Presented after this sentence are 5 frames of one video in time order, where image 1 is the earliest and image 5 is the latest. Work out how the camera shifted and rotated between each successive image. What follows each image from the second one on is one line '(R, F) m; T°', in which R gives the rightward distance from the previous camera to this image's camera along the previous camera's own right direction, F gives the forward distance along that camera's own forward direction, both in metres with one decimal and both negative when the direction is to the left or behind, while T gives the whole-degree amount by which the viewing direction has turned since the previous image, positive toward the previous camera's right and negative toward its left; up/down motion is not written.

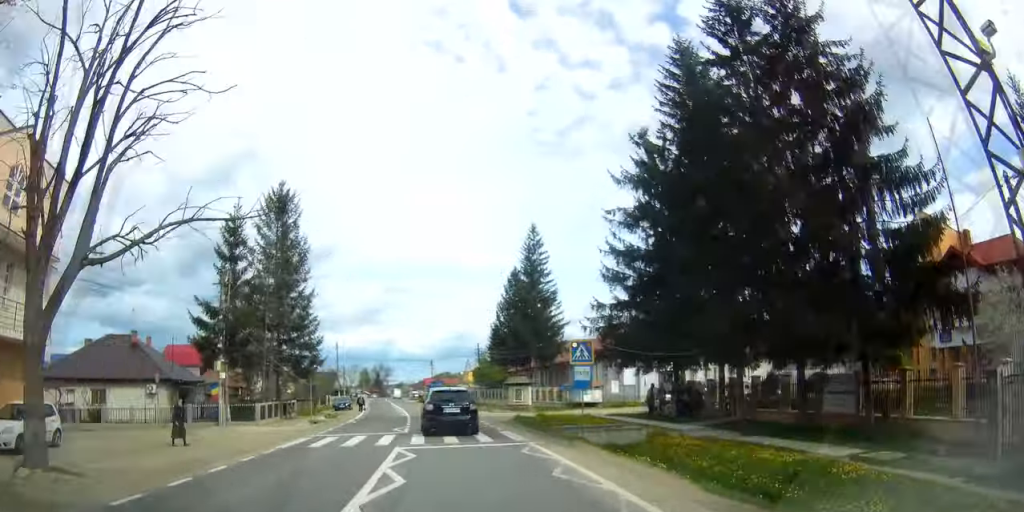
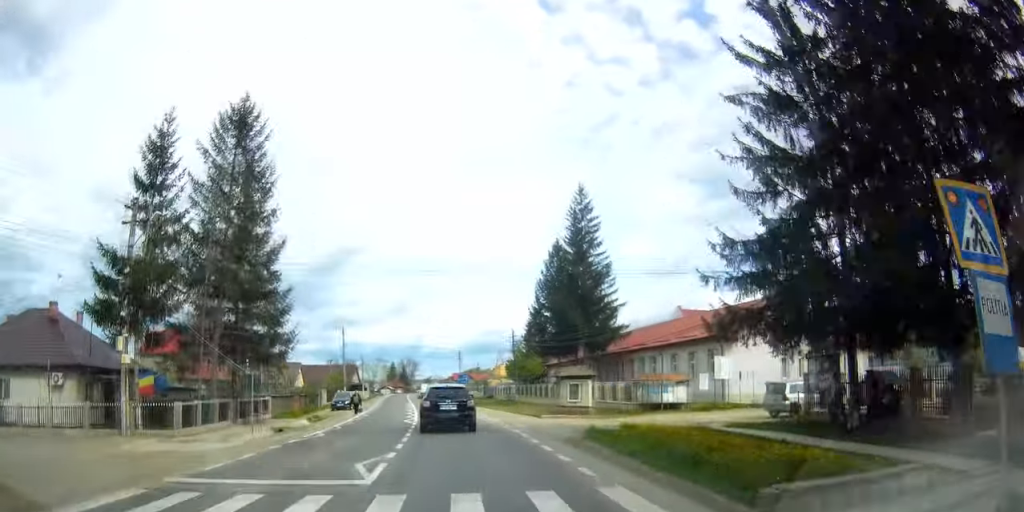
(-0.2, +13.8) m; -2°
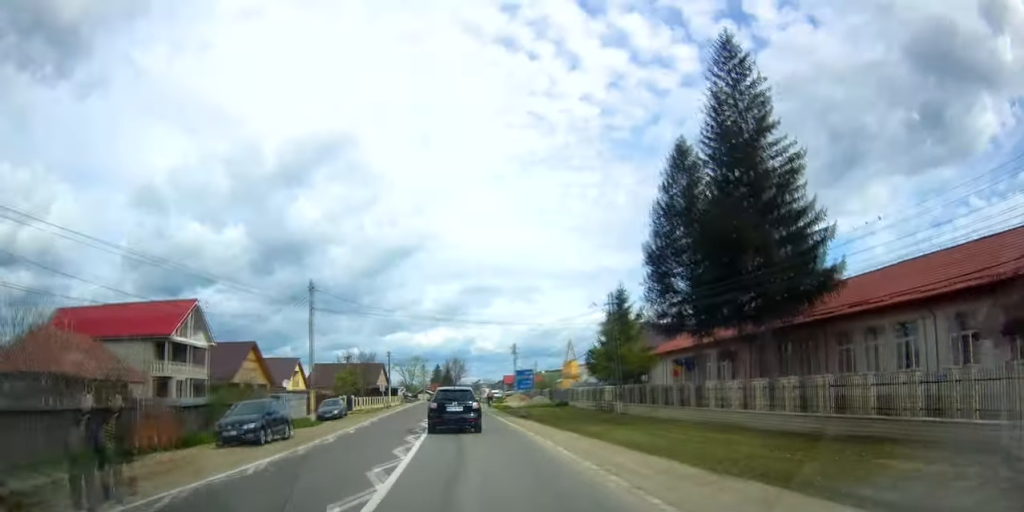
(-1.4, +29.5) m; -7°
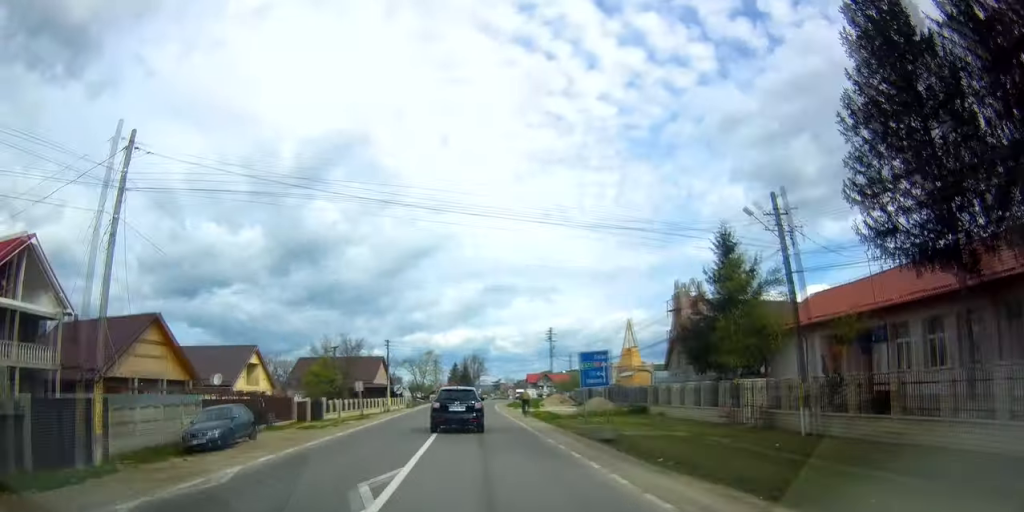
(-0.9, +22.3) m; -4°
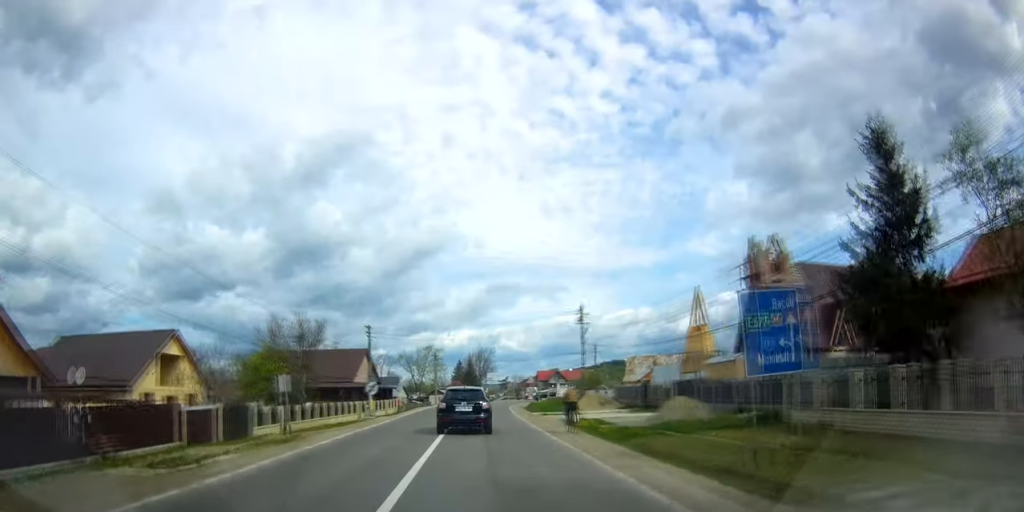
(-0.3, +17.3) m; 0°
